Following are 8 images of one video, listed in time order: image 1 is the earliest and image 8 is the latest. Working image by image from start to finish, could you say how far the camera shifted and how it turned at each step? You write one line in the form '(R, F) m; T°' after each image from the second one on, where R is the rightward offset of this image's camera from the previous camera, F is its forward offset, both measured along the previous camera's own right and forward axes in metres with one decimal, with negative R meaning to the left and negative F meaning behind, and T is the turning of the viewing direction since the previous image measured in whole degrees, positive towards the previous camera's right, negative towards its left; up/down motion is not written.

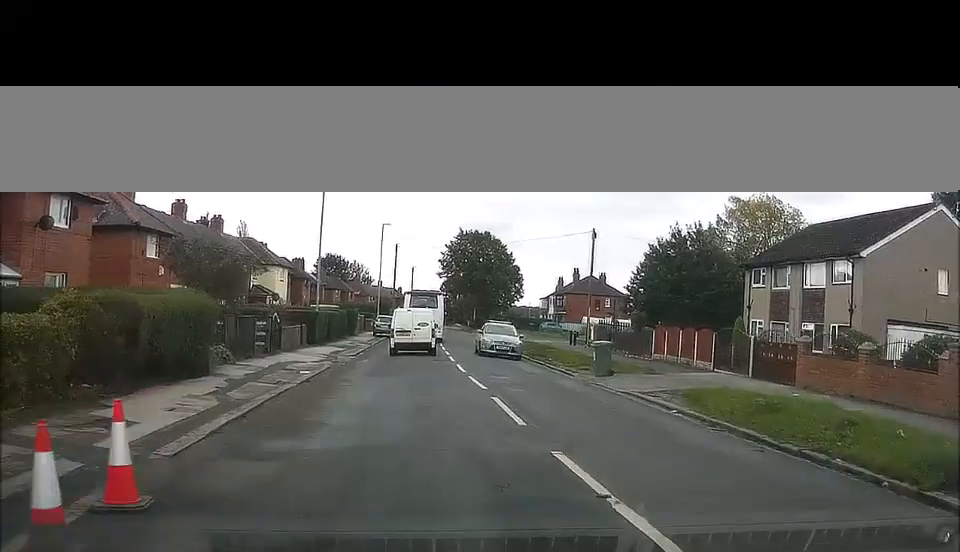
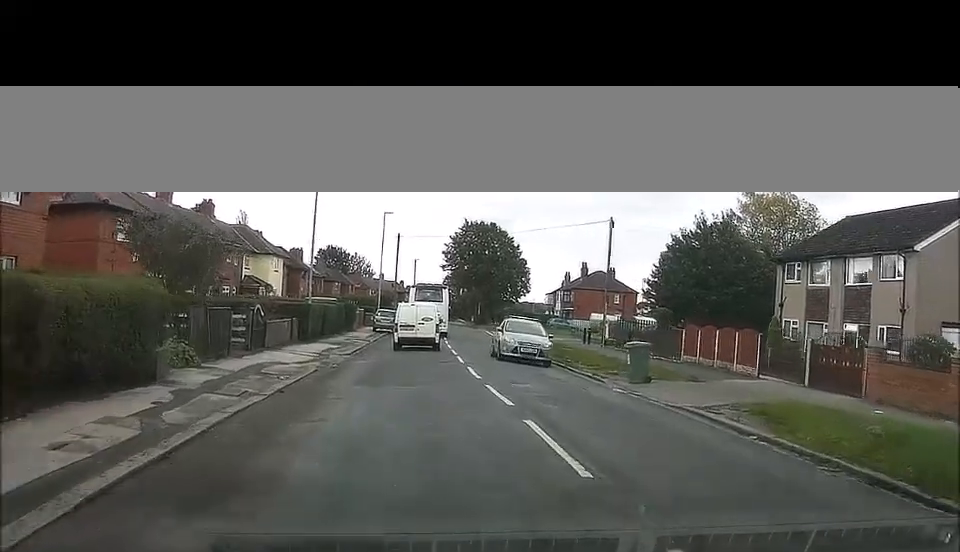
(+0.2, +3.9) m; 0°
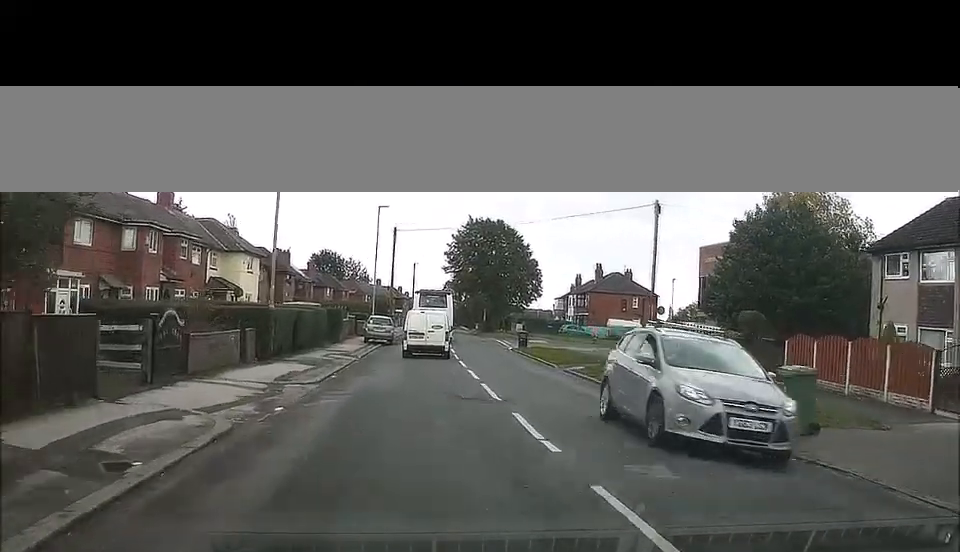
(-0.3, +9.7) m; -2°
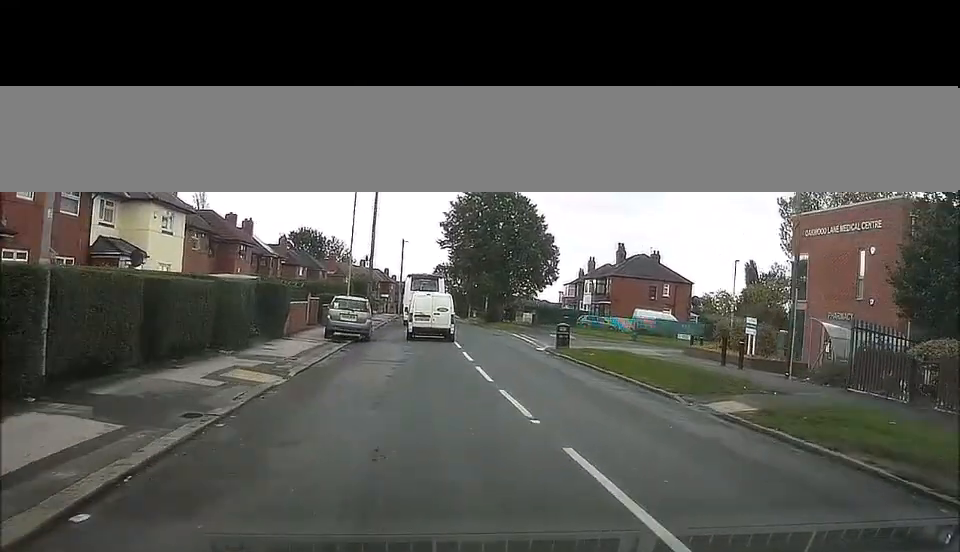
(+0.1, +16.1) m; +1°
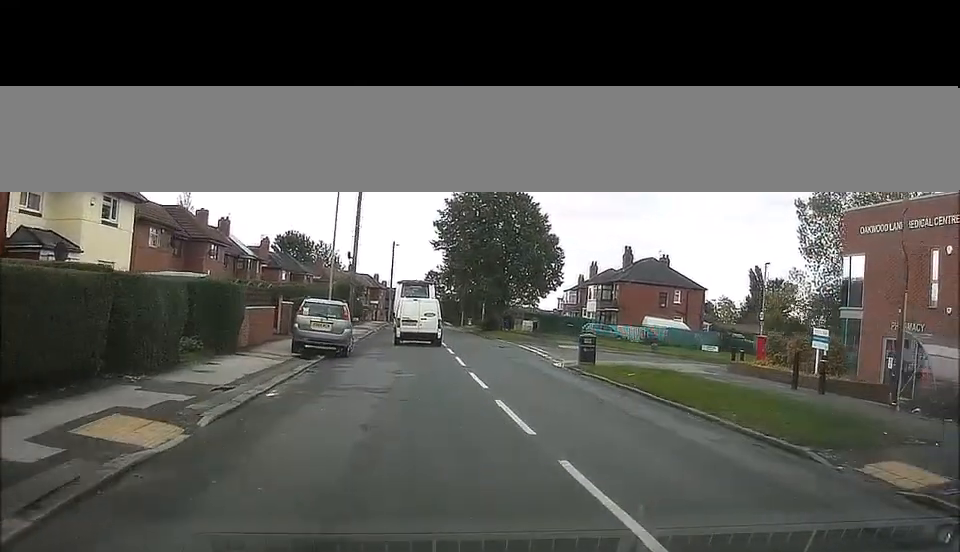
(0.0, +6.2) m; +1°
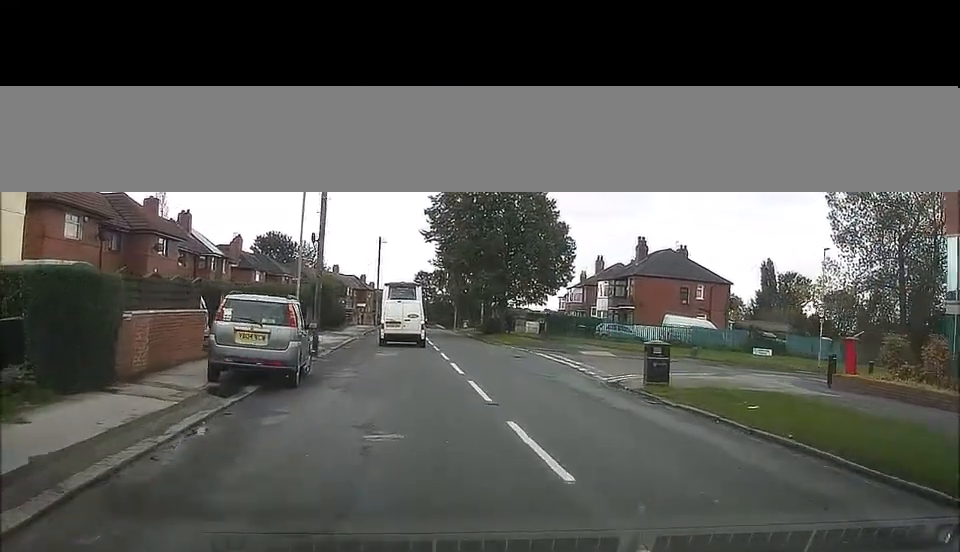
(+0.1, +8.8) m; +1°
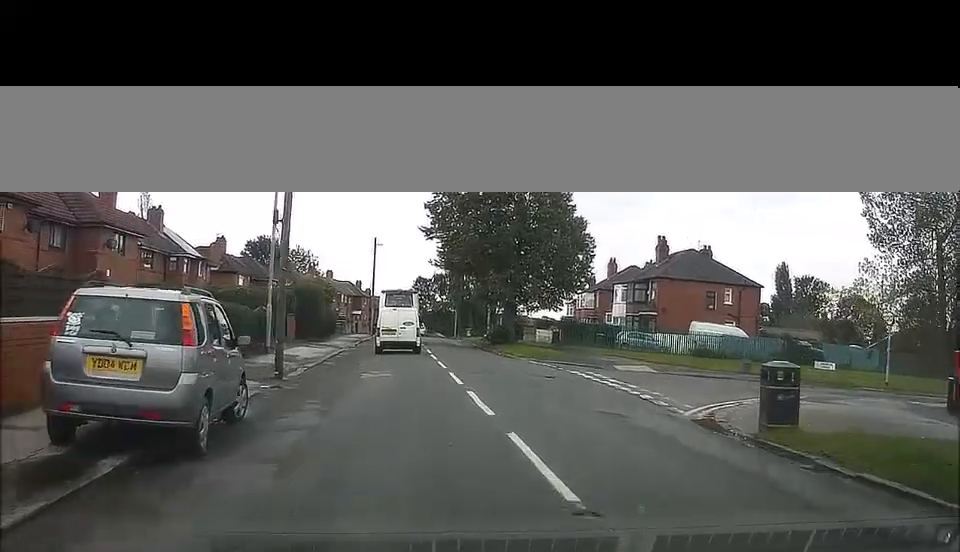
(+0.1, +6.6) m; 0°
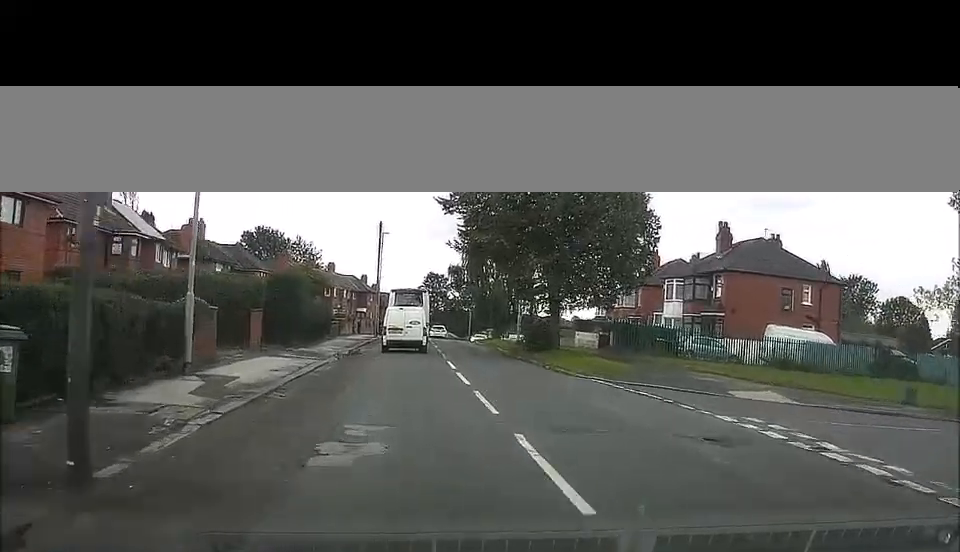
(0.0, +11.4) m; -1°
